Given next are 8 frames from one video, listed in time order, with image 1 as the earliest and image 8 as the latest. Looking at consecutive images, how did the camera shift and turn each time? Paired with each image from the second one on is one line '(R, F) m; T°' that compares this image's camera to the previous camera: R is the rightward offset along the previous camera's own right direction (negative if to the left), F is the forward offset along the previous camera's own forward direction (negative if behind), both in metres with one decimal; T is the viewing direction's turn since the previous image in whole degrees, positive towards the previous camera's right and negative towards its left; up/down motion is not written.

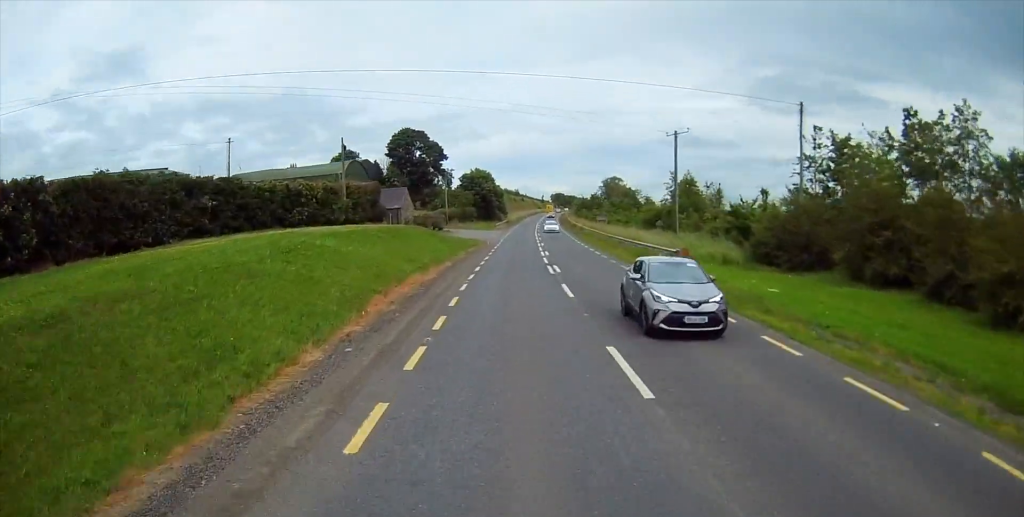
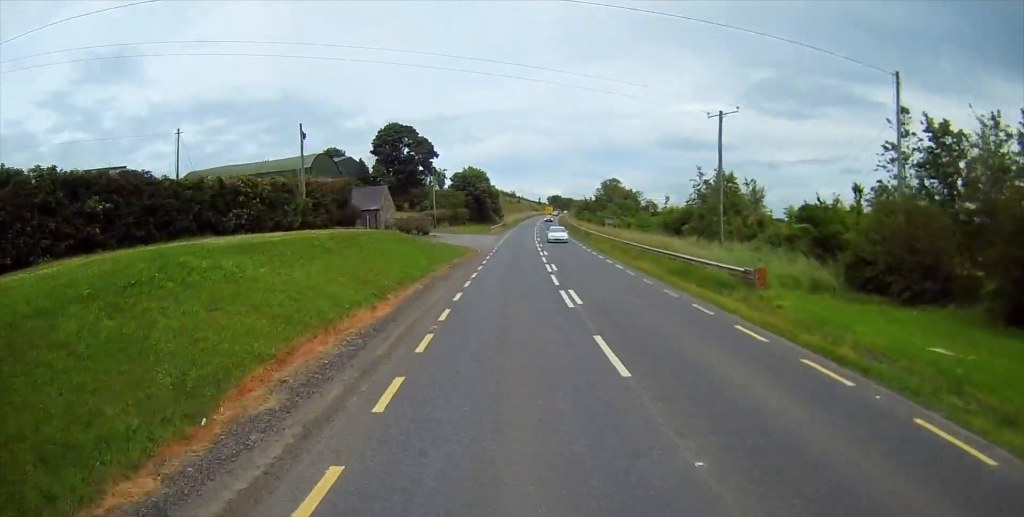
(0.0, +10.1) m; 0°
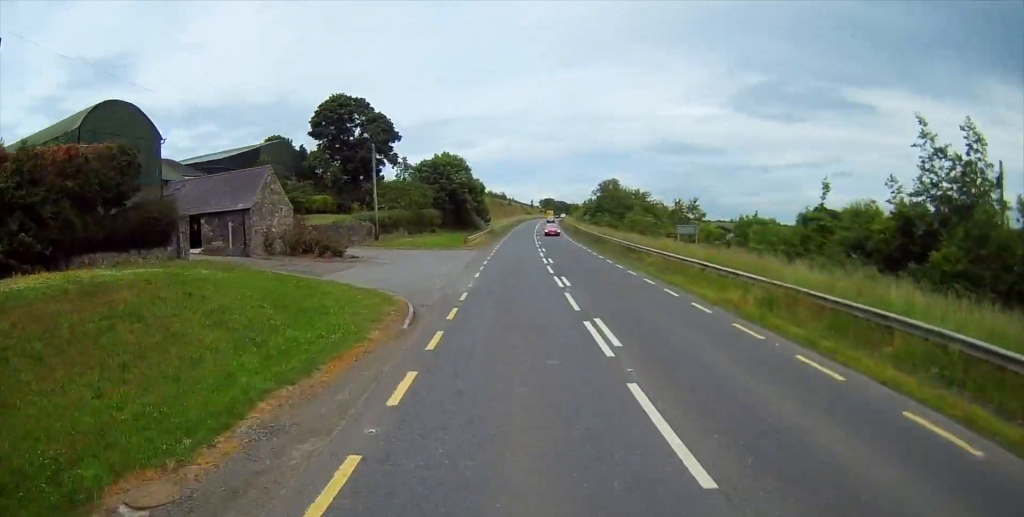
(+0.4, +30.7) m; +1°
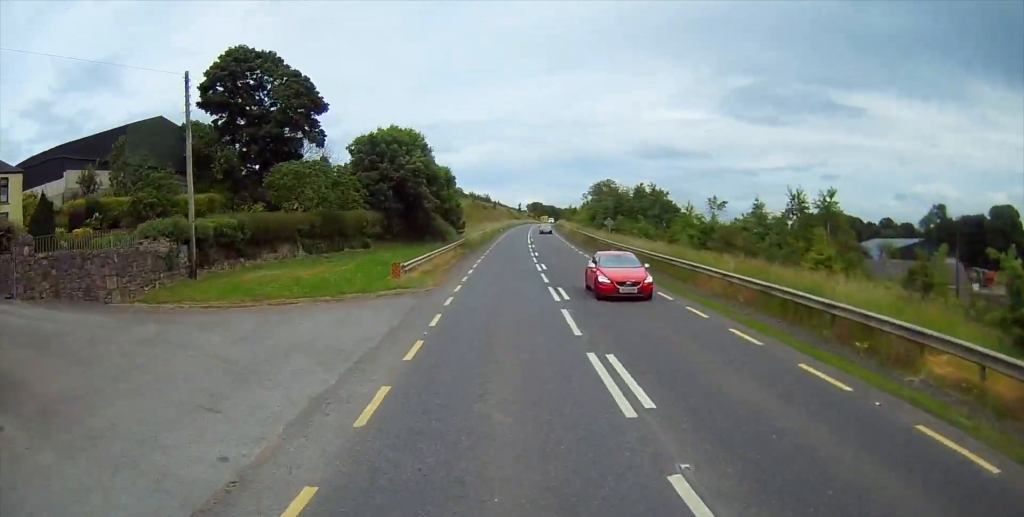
(-0.2, +27.6) m; 0°
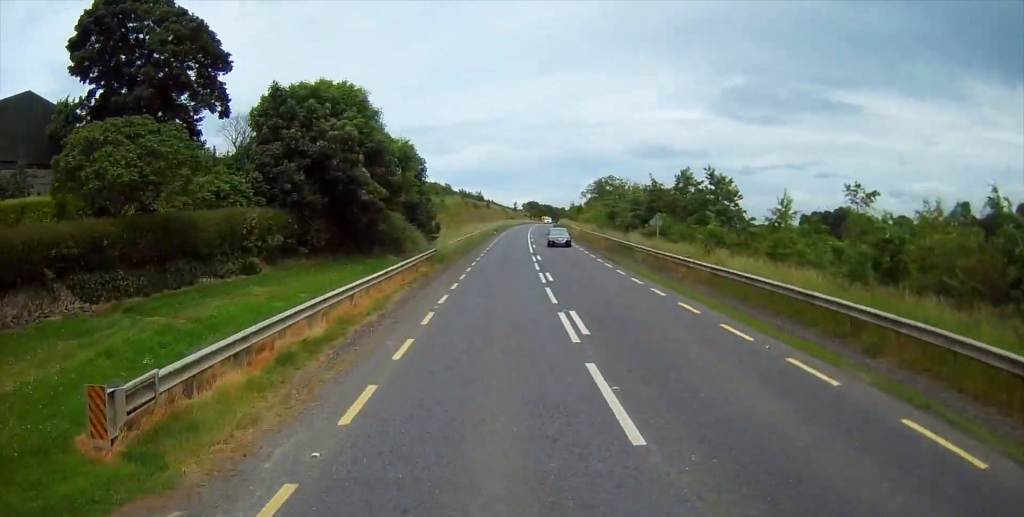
(+0.2, +19.0) m; +2°
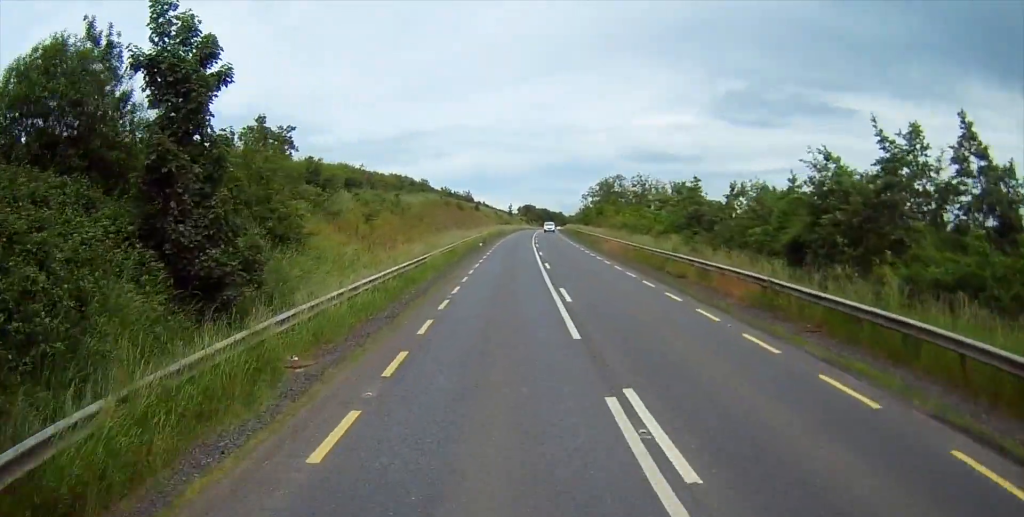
(+0.3, +32.1) m; +1°
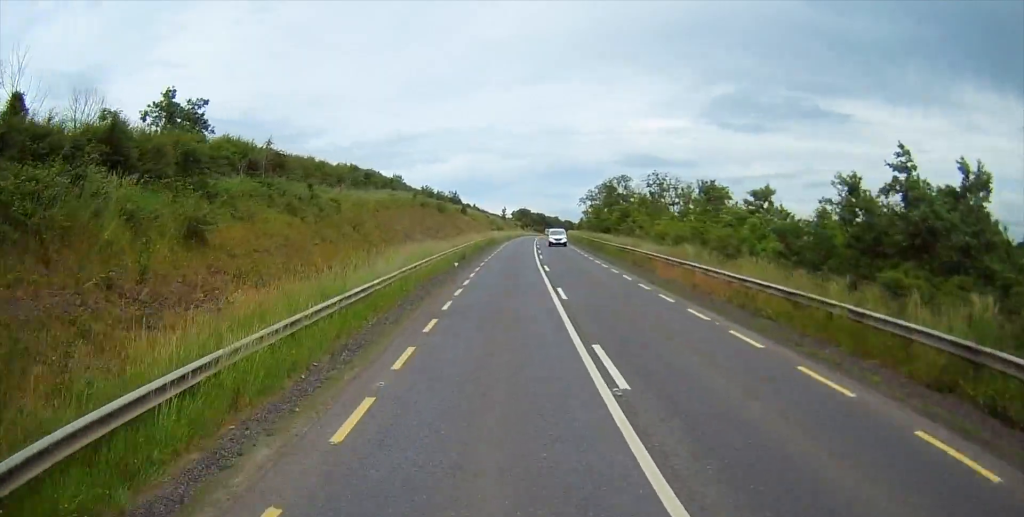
(+0.2, +22.3) m; +1°
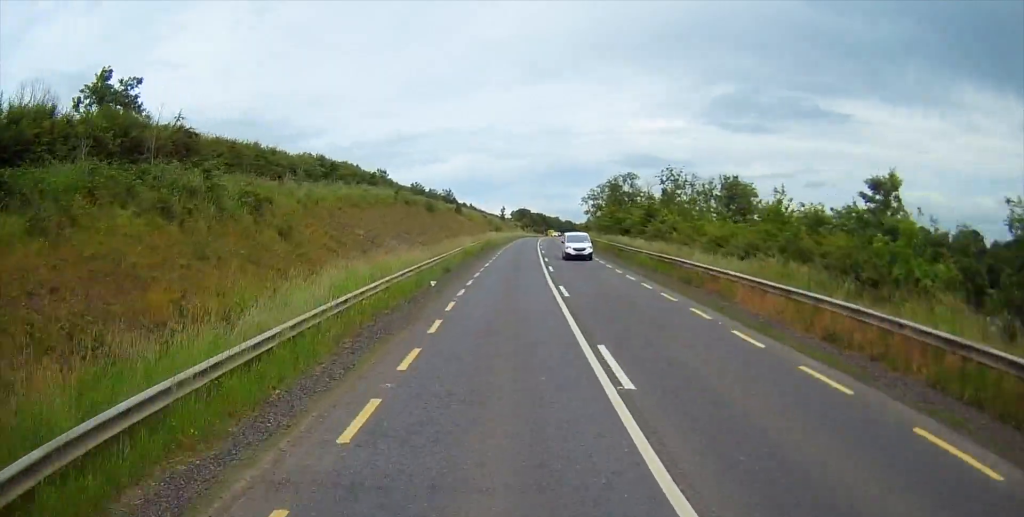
(+0.1, +11.4) m; +1°
